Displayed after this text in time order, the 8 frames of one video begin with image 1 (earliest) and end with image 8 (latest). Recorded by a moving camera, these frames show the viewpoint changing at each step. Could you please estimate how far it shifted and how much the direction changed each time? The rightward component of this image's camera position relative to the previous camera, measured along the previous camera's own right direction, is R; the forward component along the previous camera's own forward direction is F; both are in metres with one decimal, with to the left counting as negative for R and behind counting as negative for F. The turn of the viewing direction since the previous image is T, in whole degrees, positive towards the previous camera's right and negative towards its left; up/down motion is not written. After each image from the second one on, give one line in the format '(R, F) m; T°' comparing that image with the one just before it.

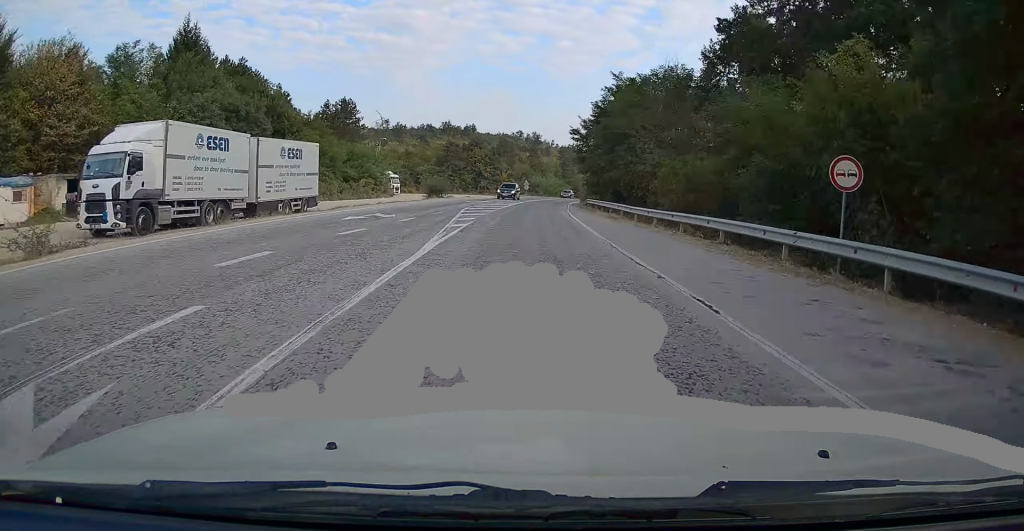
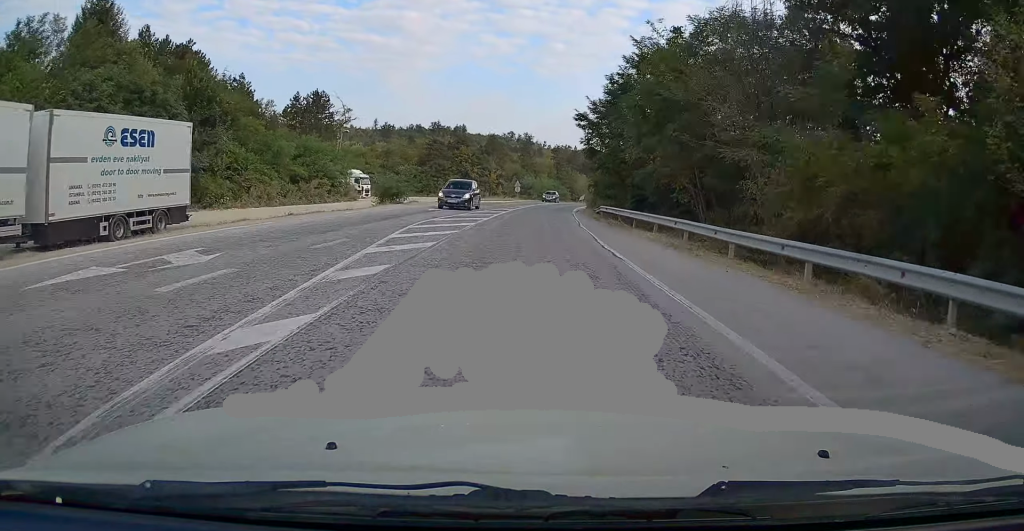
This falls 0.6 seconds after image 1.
(0.0, +14.4) m; 0°
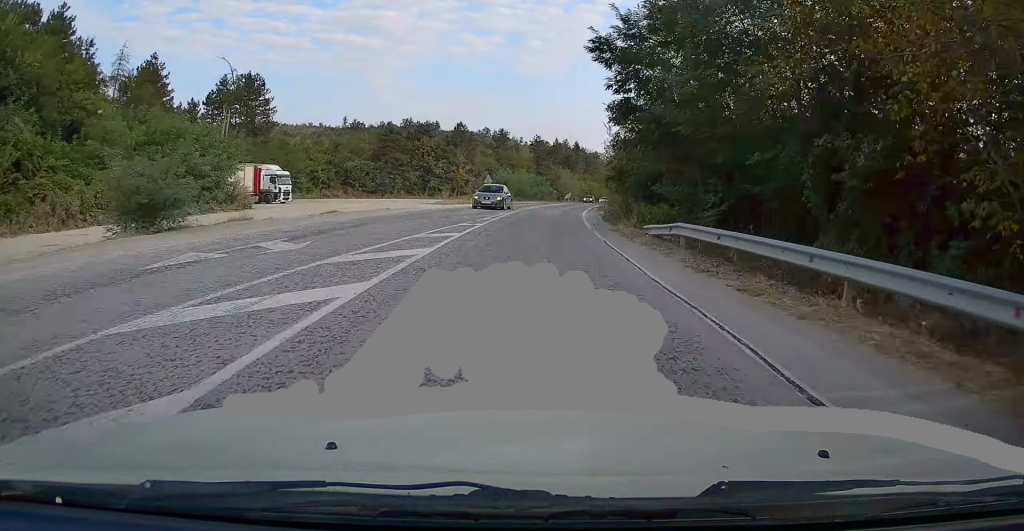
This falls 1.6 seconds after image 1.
(+0.2, +22.9) m; +2°
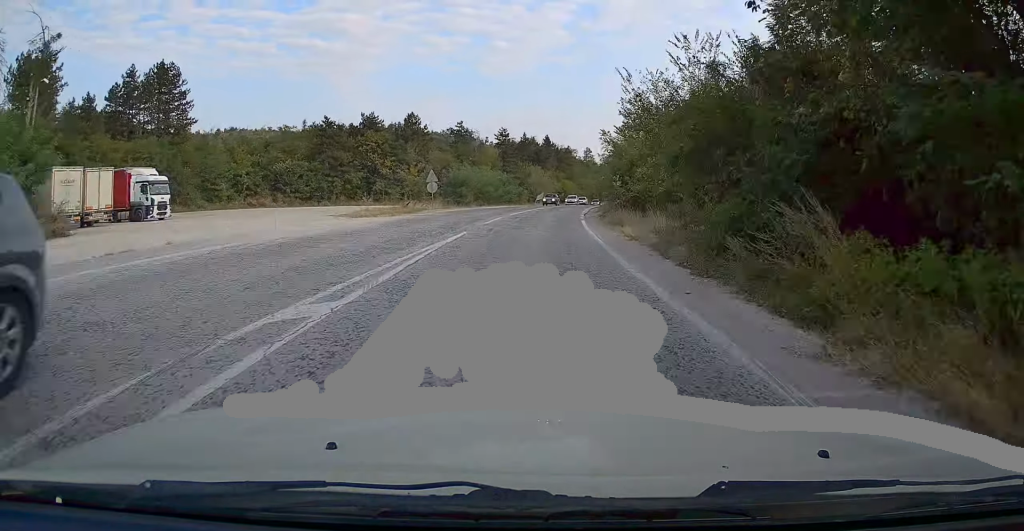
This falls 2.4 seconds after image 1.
(+0.4, +18.8) m; +2°
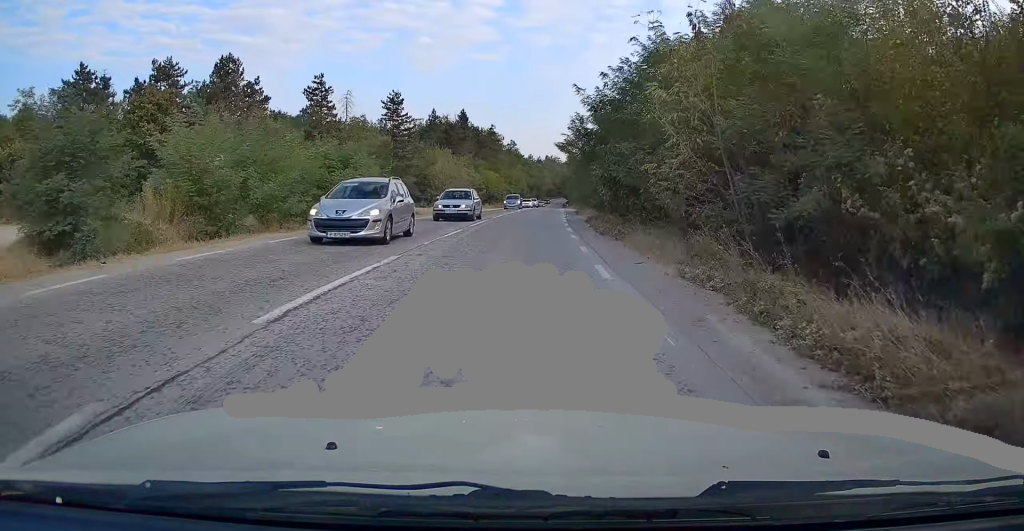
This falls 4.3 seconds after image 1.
(+1.9, +44.0) m; +6°
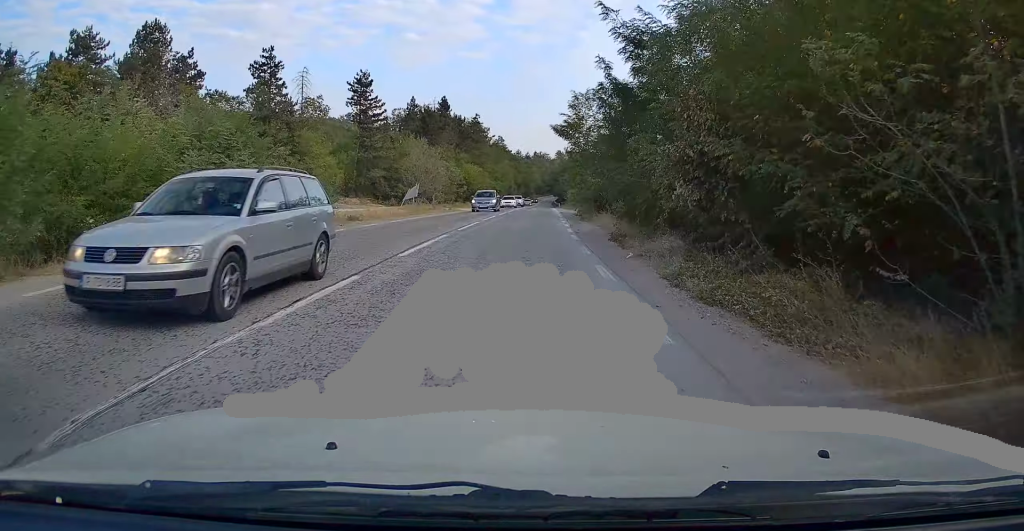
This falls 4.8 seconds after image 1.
(+0.1, +11.8) m; +2°
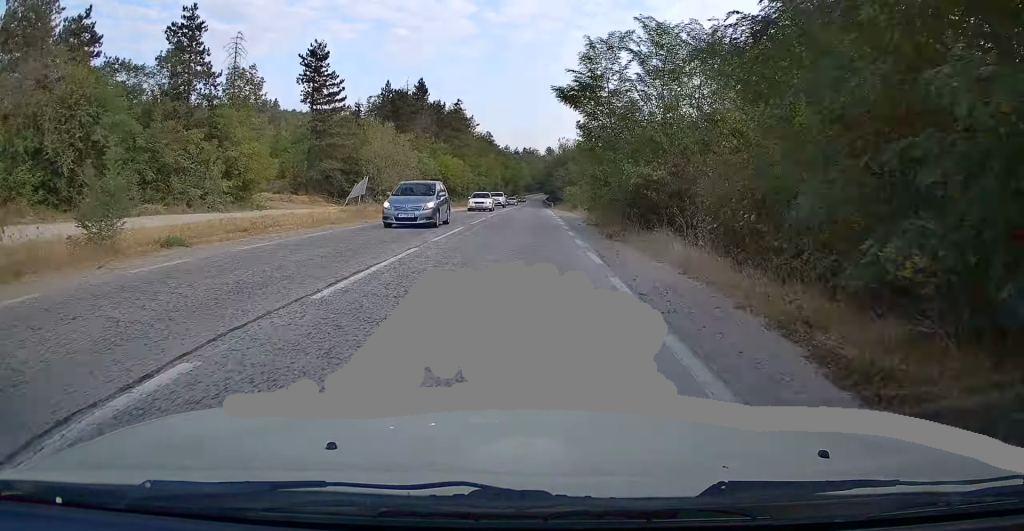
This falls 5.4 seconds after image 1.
(+0.3, +13.5) m; +2°
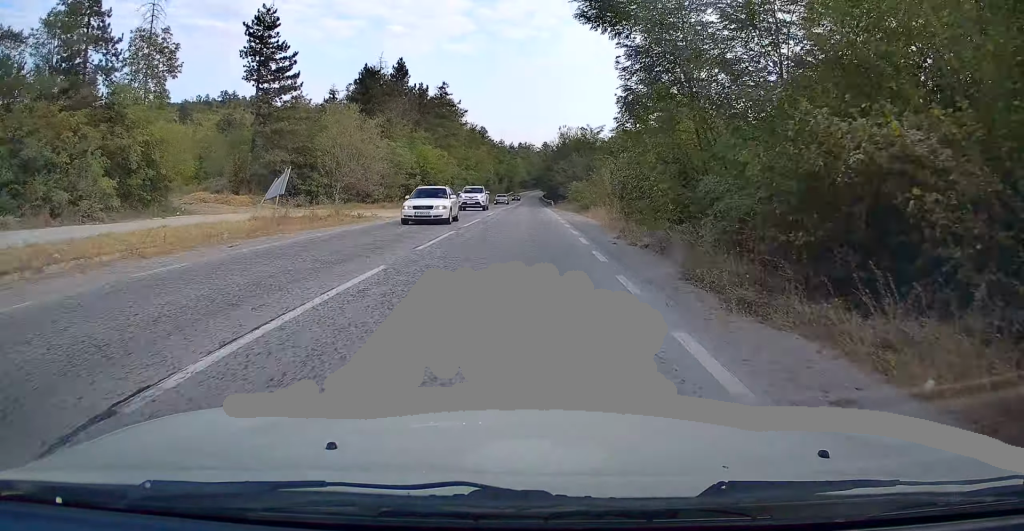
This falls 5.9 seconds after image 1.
(+0.1, +12.0) m; +1°
